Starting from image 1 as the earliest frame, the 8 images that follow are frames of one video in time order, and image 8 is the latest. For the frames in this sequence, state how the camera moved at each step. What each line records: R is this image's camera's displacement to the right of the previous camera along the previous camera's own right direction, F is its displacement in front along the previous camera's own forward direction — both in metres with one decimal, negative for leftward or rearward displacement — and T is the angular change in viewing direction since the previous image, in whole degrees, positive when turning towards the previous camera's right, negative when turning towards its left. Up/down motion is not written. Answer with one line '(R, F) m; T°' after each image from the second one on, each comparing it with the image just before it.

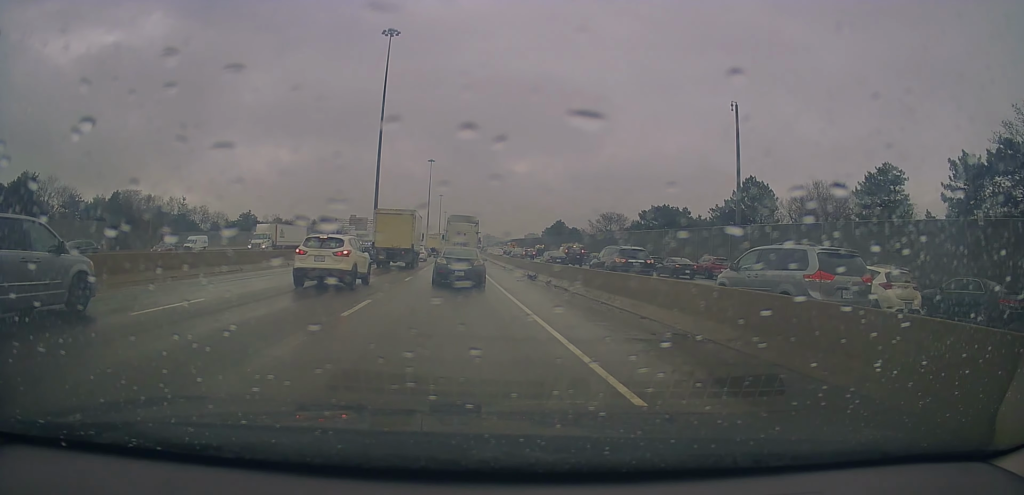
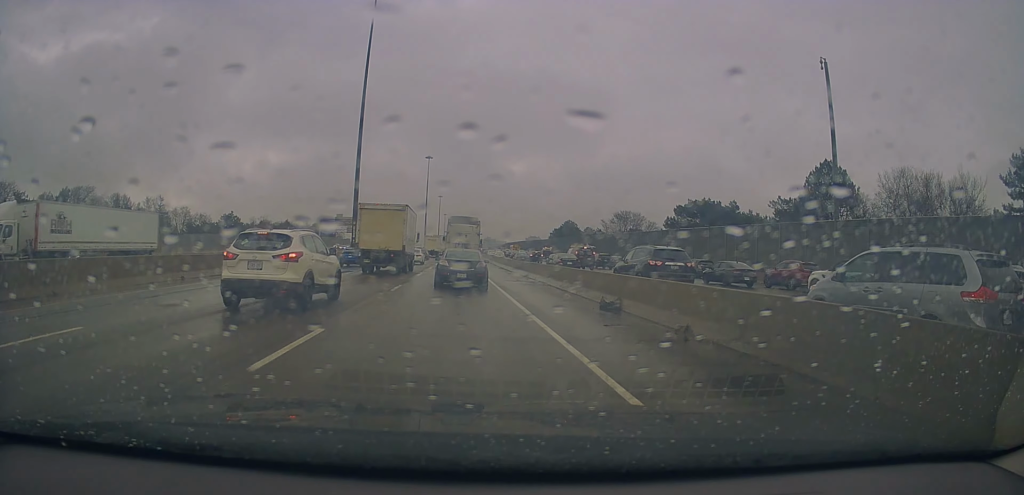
(-0.7, +17.5) m; -3°
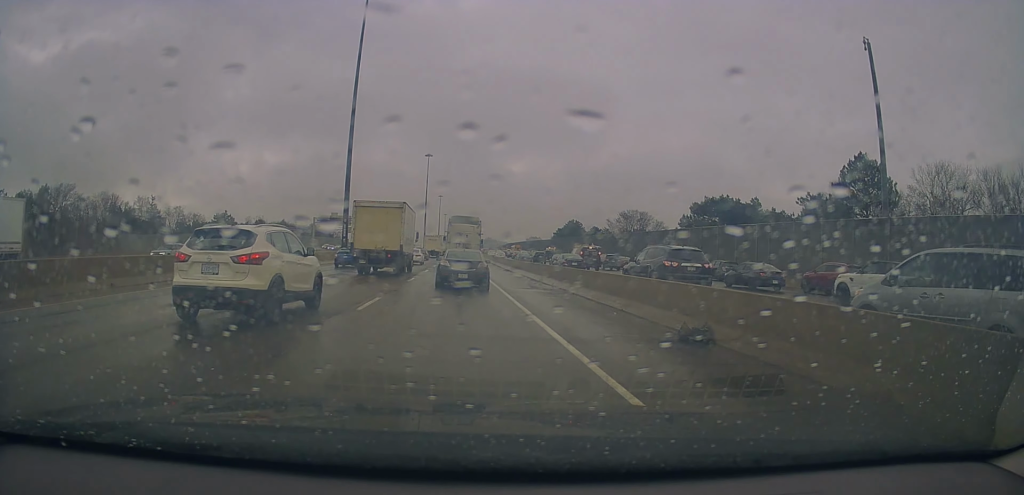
(+0.2, +6.2) m; +2°
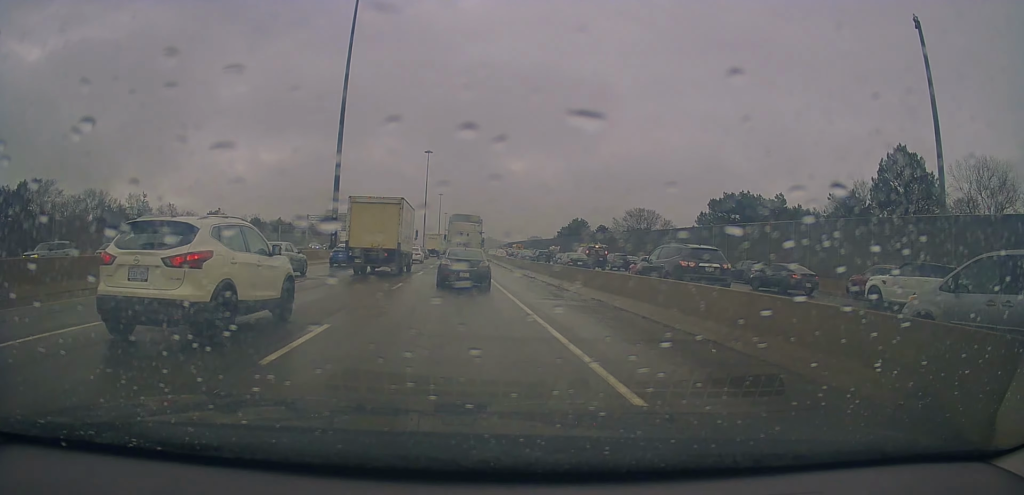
(+0.1, +6.2) m; +1°
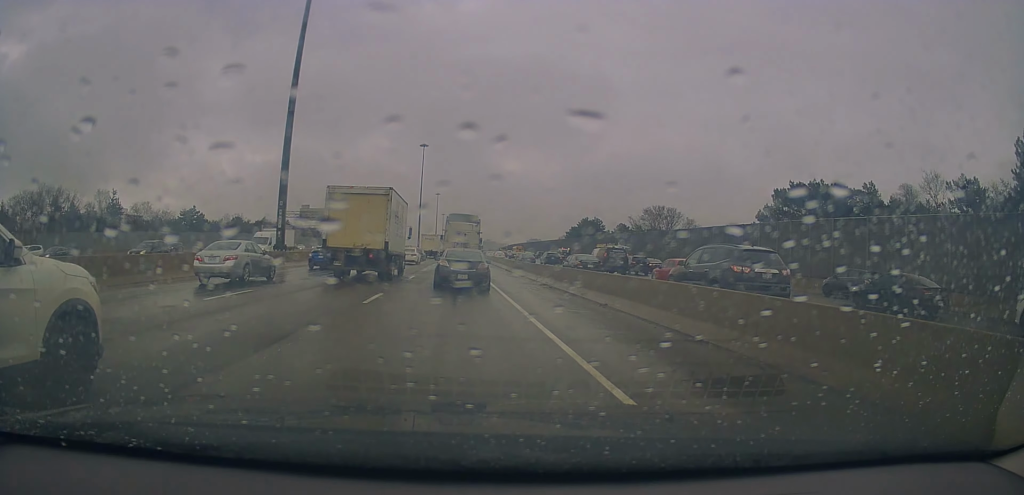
(-0.4, +17.1) m; 0°
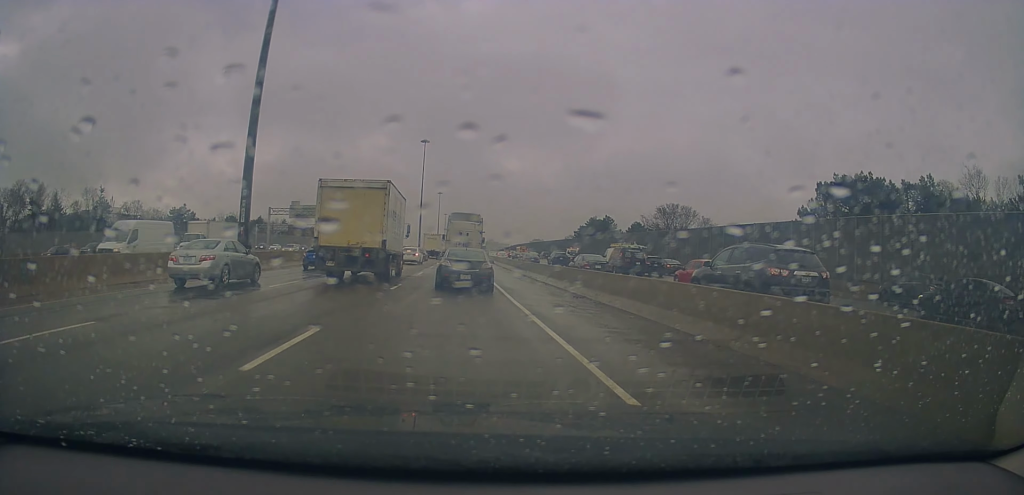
(+0.5, +7.8) m; 0°
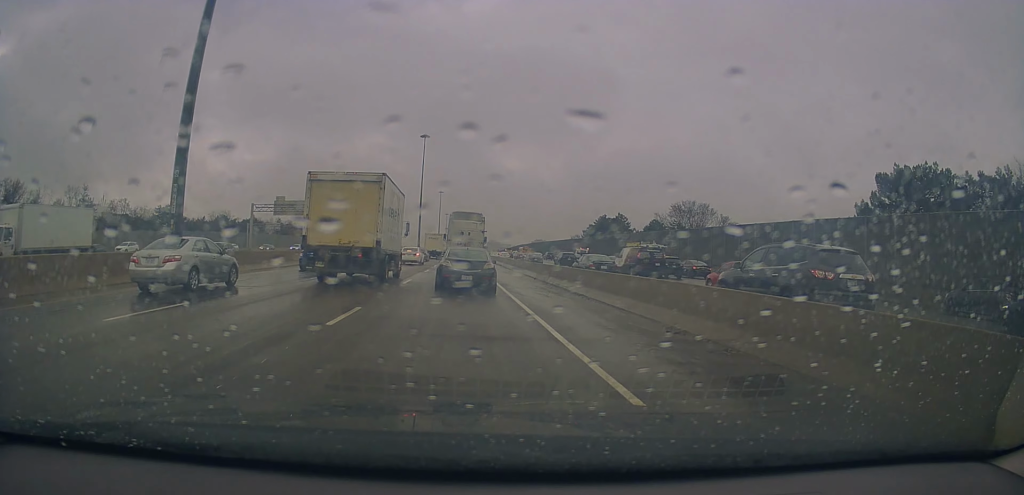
(-0.2, +9.0) m; -2°
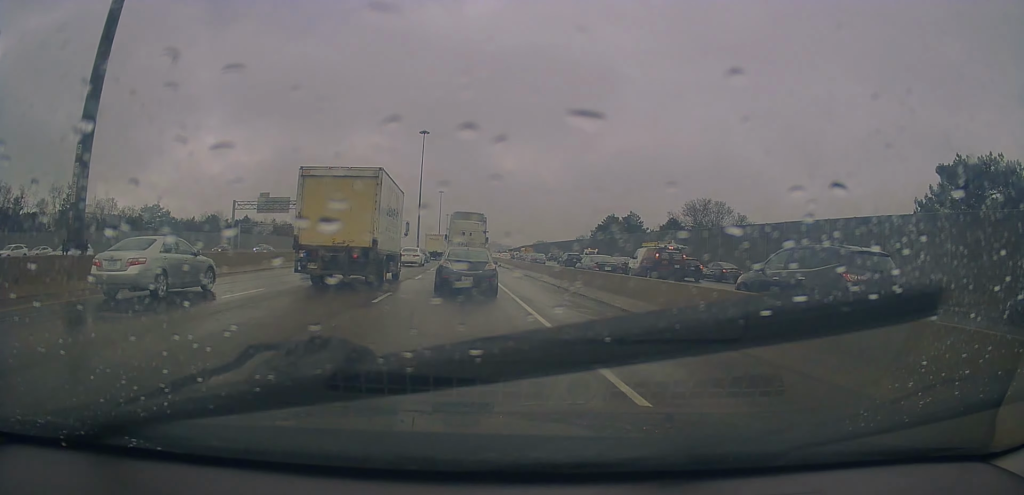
(-0.1, +7.9) m; 0°
